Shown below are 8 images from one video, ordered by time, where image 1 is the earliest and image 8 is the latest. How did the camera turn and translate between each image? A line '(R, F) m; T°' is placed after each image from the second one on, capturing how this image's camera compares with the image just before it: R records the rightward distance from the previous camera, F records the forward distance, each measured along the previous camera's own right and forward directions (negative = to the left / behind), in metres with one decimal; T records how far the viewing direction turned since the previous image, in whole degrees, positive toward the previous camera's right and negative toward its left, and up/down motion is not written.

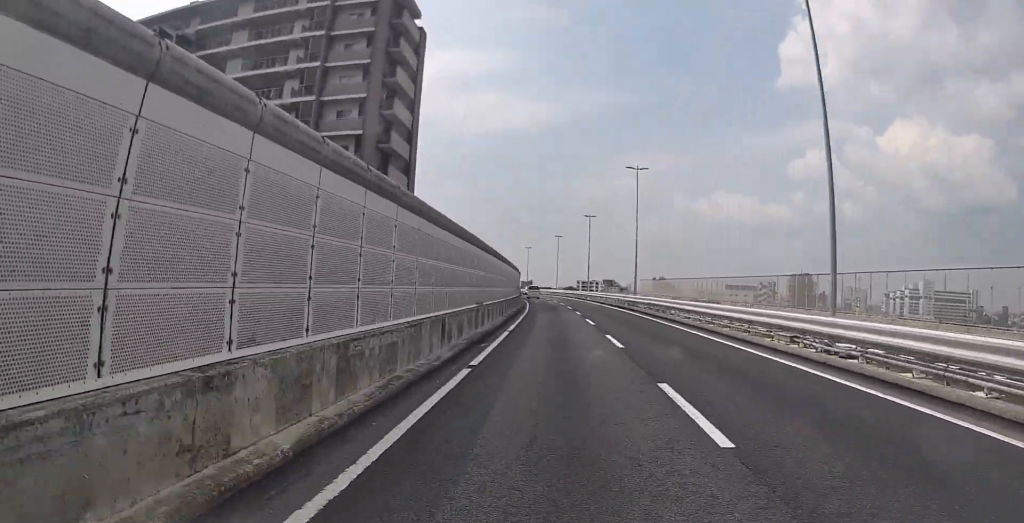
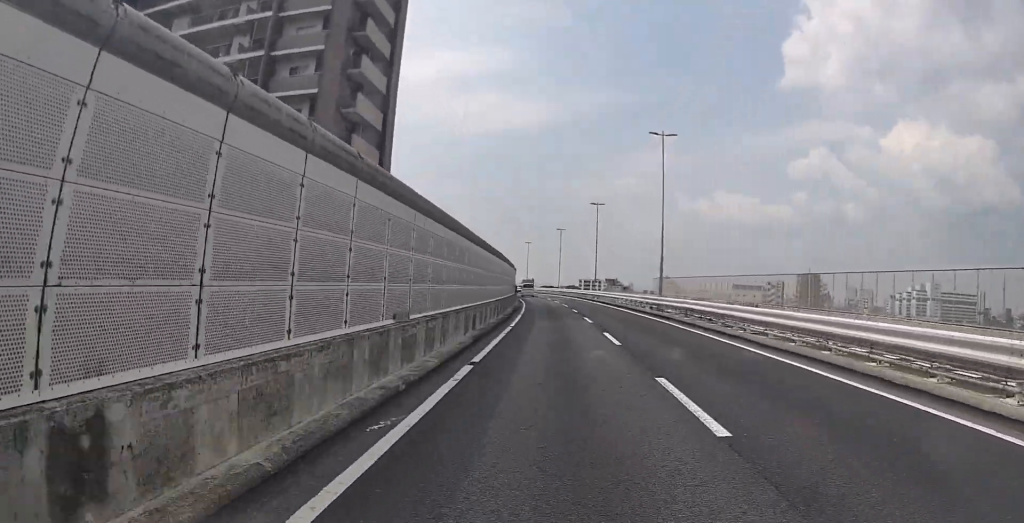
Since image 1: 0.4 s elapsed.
(0.0, +9.6) m; 0°
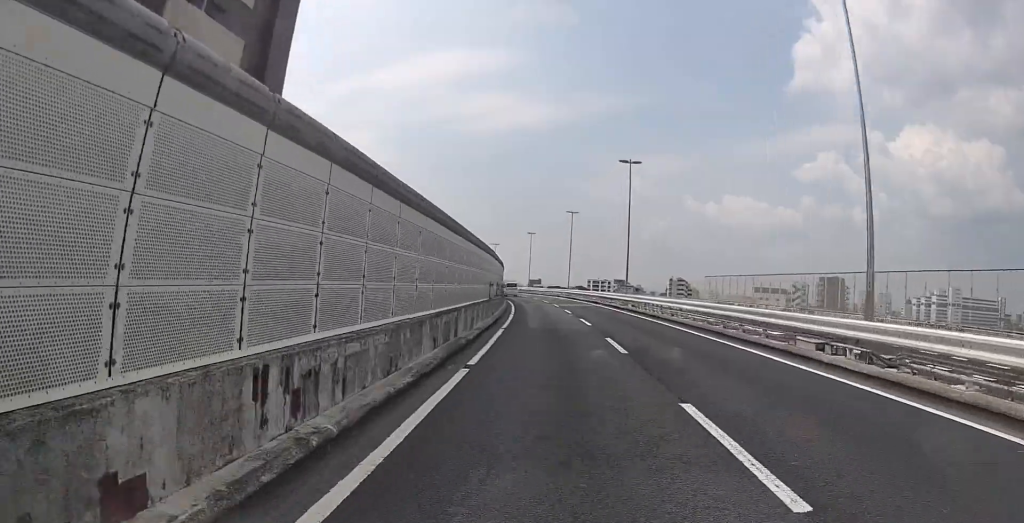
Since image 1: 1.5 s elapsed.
(+0.1, +22.6) m; -1°
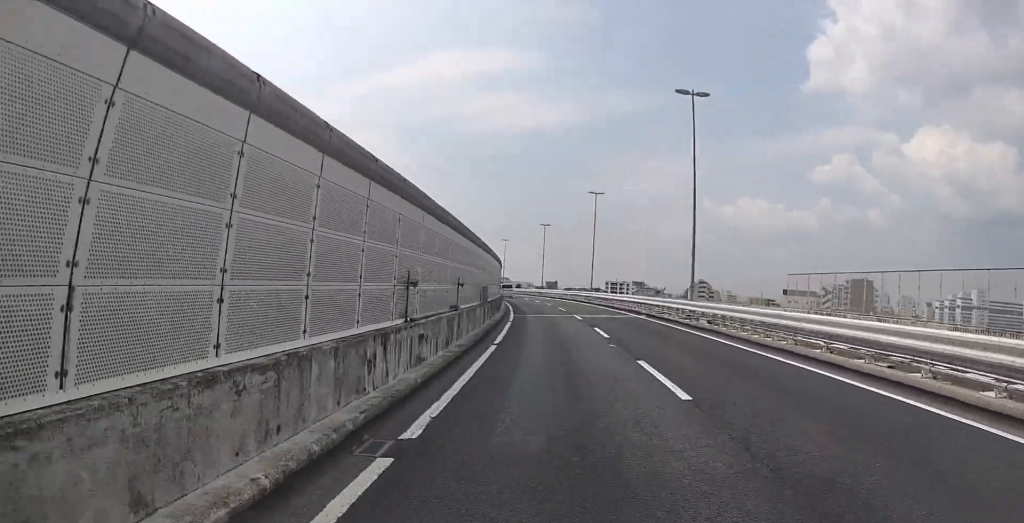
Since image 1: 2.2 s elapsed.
(-0.2, +15.6) m; -1°
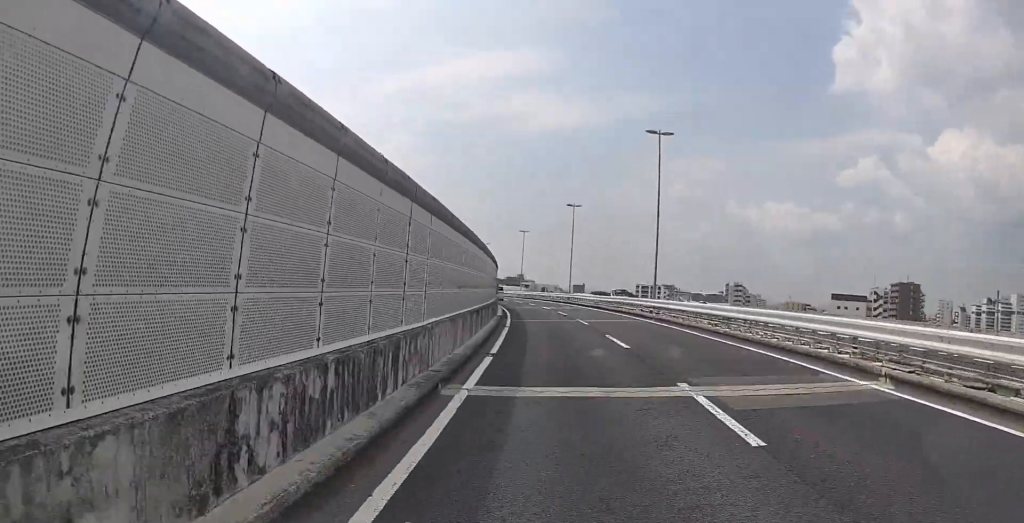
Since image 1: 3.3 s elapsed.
(-0.2, +23.7) m; -1°
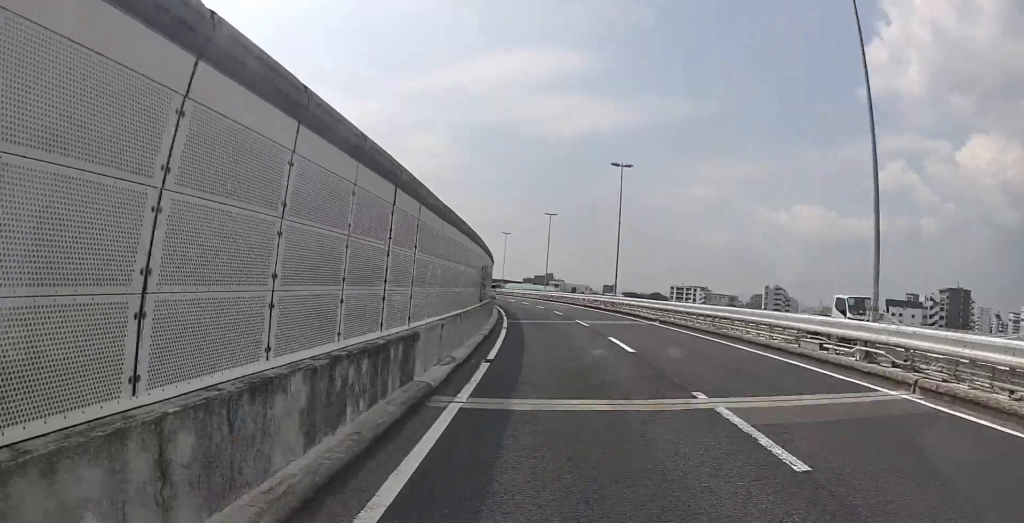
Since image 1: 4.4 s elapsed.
(-0.2, +21.3) m; -1°
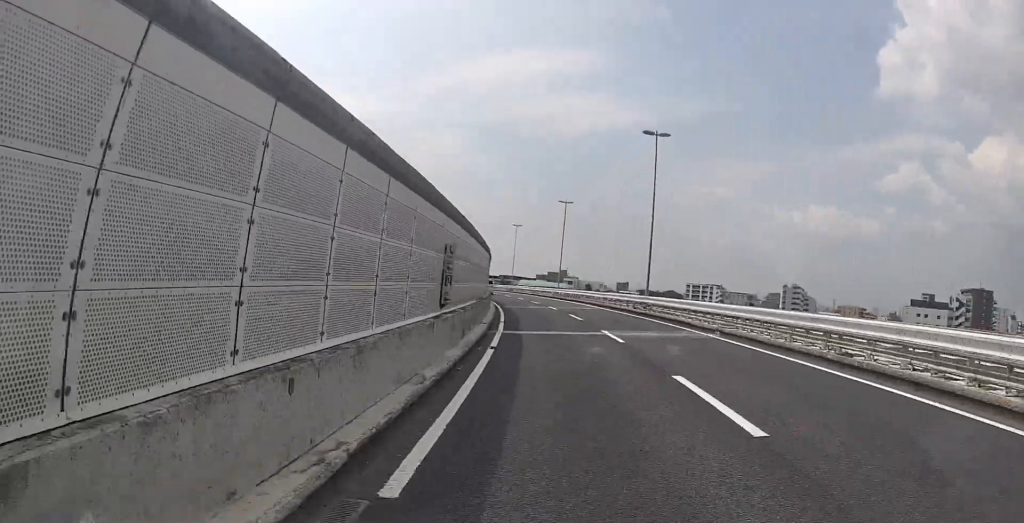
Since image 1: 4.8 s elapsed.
(0.0, +8.8) m; 0°
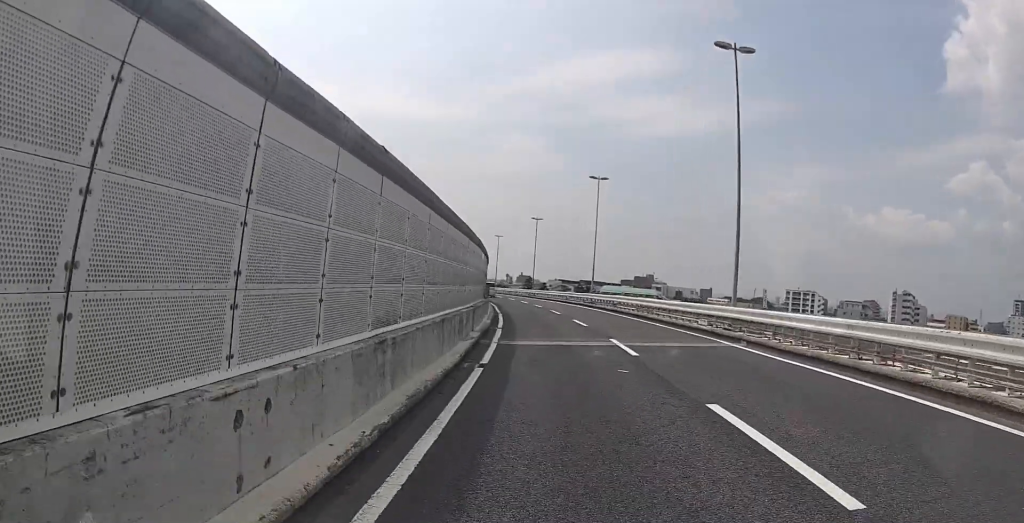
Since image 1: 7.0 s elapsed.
(-2.4, +43.4) m; -9°
